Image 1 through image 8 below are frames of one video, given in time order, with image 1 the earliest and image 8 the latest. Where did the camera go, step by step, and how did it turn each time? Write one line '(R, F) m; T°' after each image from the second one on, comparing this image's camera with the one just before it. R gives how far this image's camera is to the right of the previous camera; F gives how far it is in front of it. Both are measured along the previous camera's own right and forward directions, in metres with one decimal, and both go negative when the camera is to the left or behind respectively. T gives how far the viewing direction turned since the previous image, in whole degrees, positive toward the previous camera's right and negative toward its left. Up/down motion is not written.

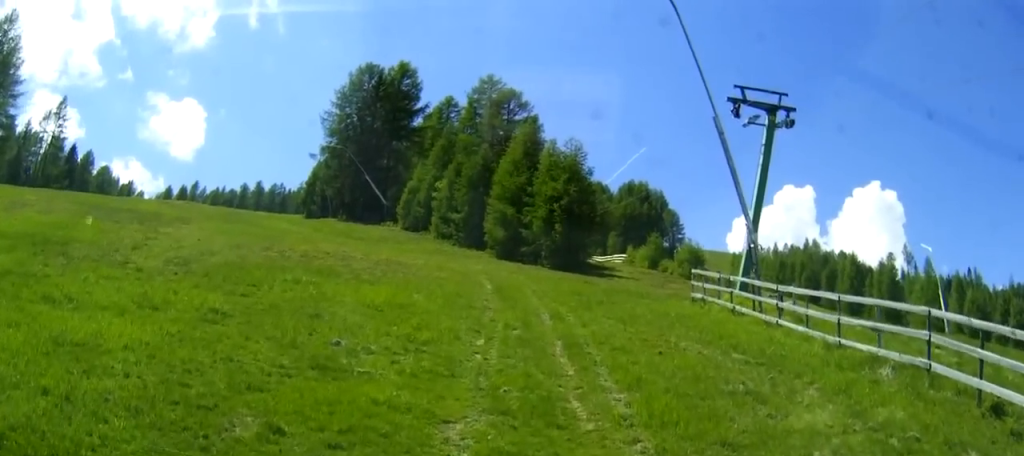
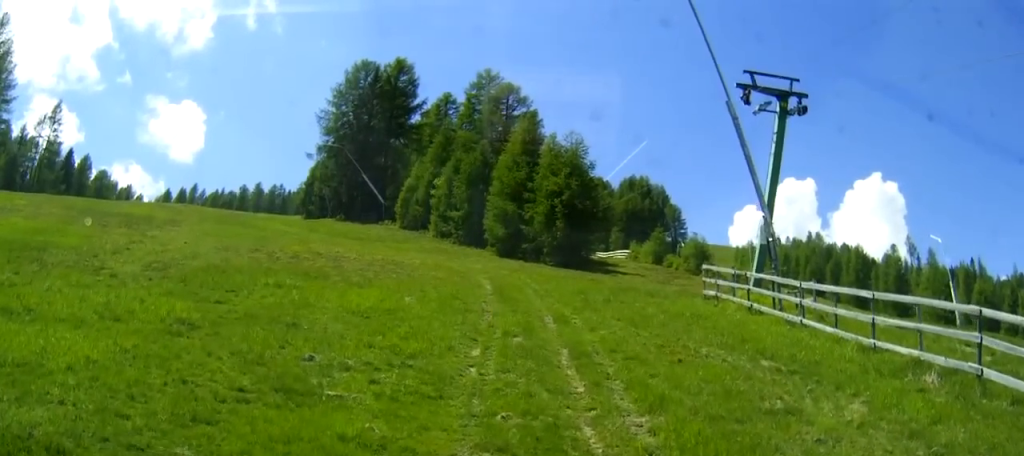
(0.0, +1.6) m; 0°
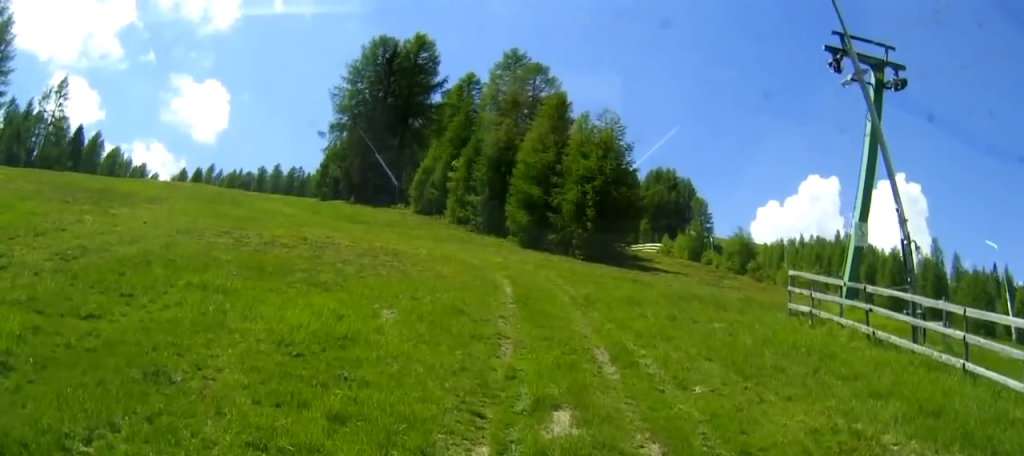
(-0.3, +6.4) m; -4°
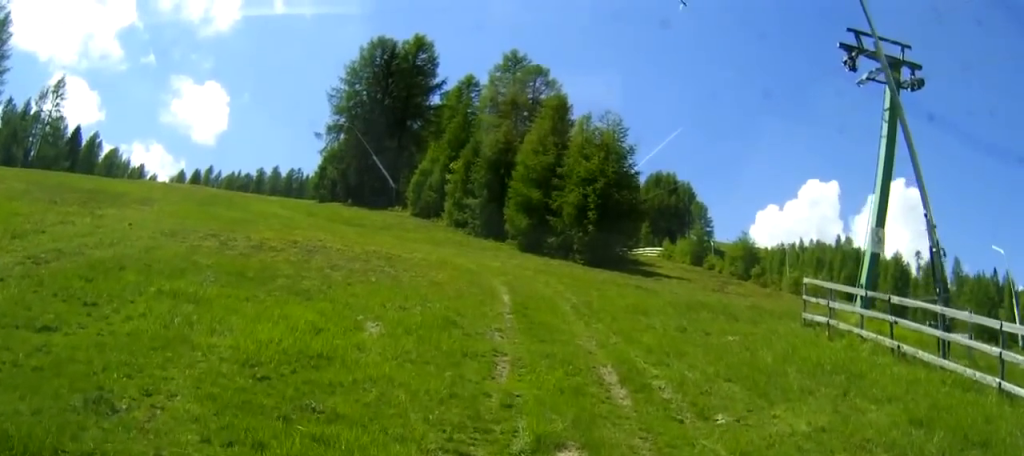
(0.0, +1.2) m; +1°
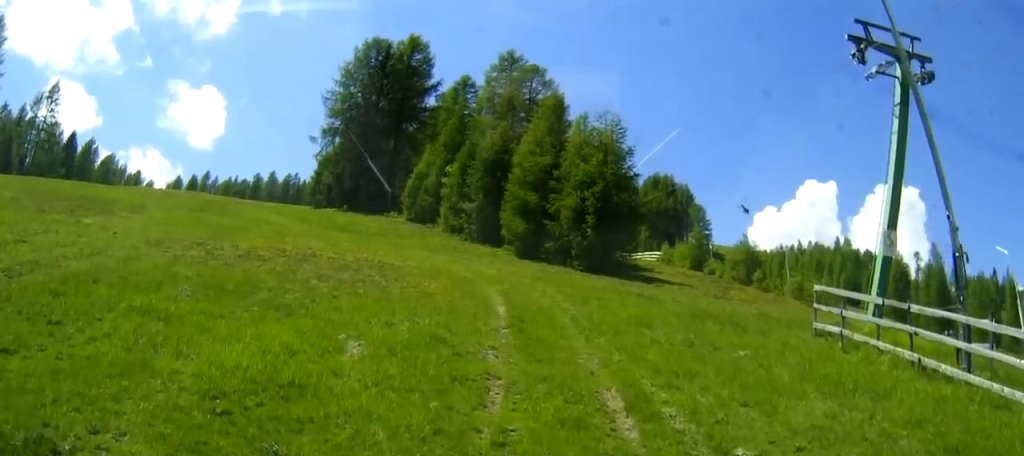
(0.0, +1.0) m; 0°
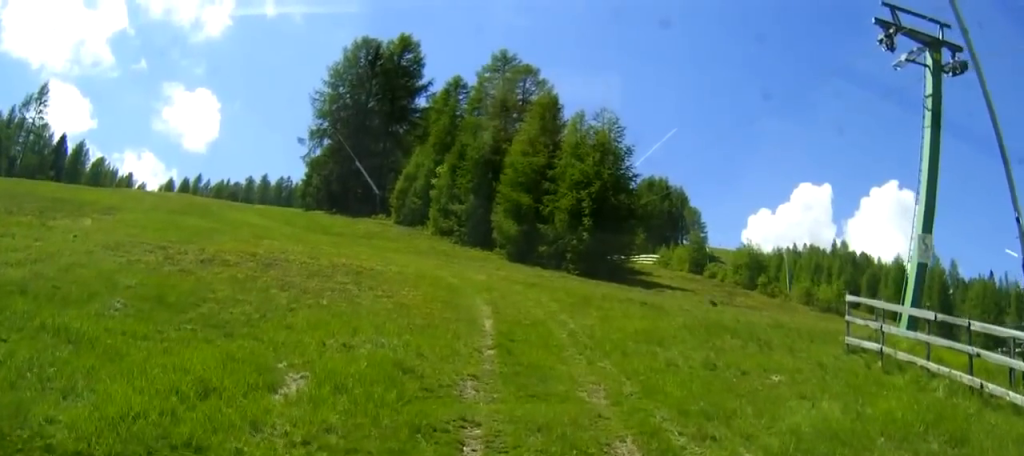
(0.0, +2.4) m; 0°
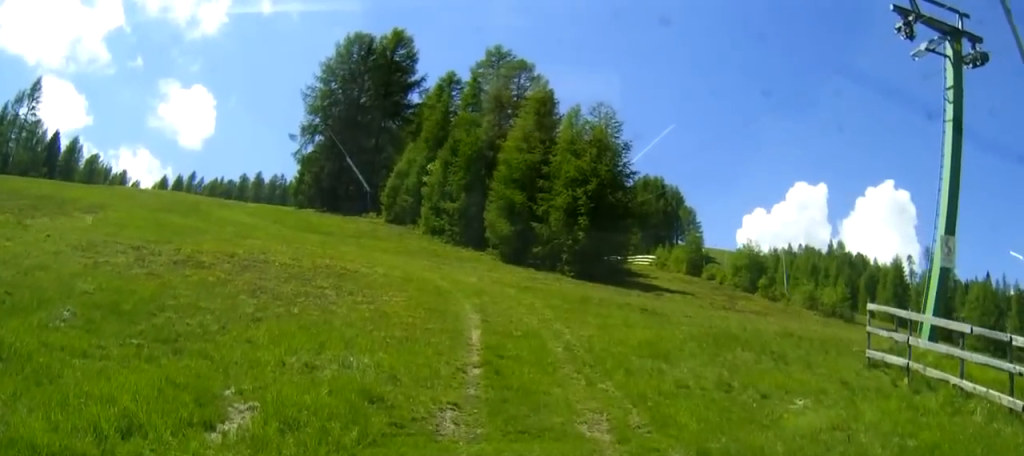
(0.0, +1.4) m; +1°
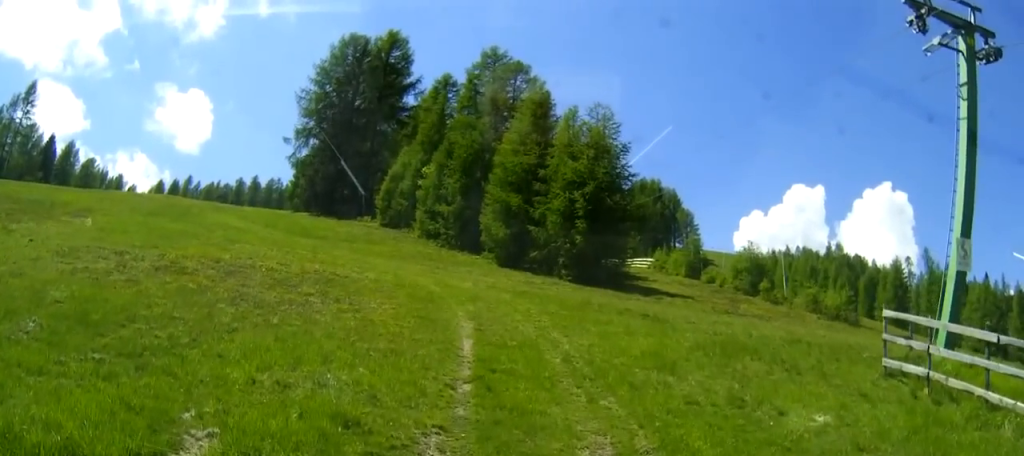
(0.0, +0.9) m; -1°
